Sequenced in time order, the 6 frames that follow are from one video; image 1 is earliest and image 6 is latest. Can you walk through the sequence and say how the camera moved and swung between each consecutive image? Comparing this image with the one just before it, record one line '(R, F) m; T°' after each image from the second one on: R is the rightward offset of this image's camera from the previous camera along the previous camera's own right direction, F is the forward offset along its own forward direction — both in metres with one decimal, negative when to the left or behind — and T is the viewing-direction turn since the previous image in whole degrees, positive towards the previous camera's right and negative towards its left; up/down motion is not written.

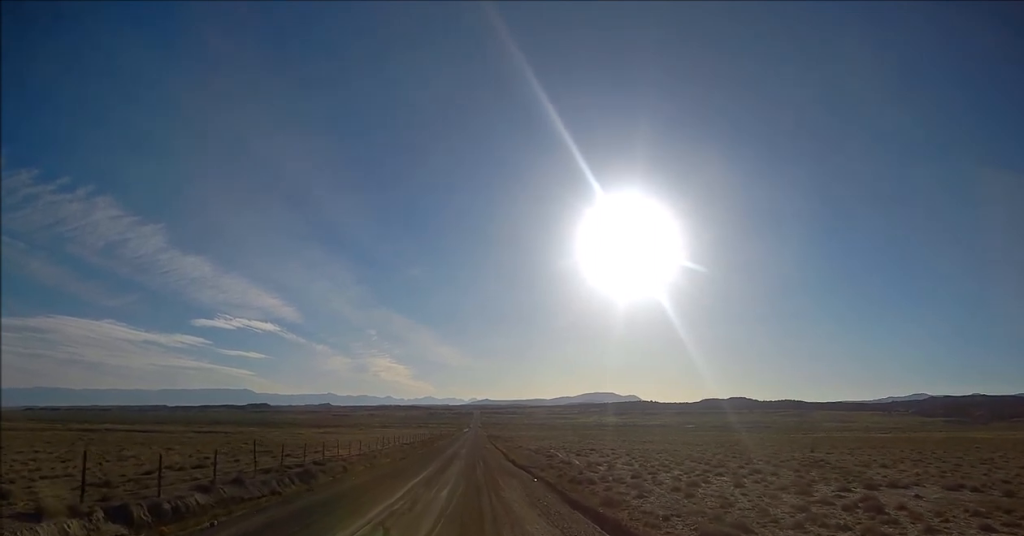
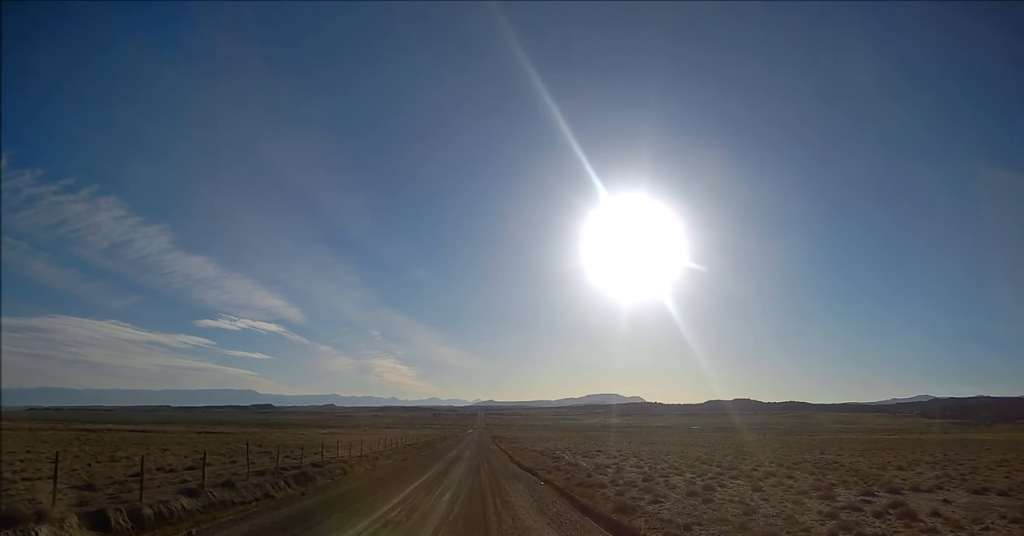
(0.0, +1.7) m; 0°
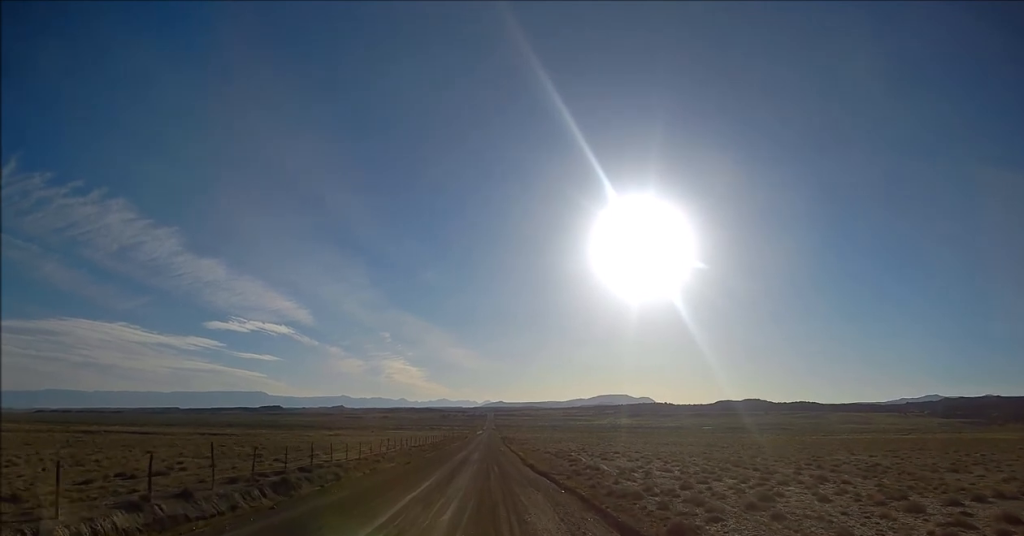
(+0.1, +5.8) m; +2°
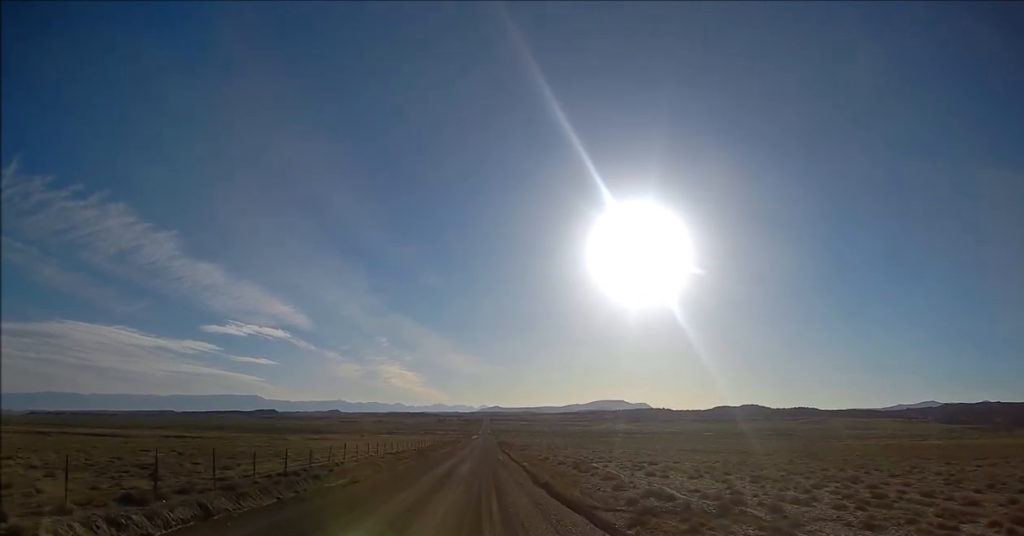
(+0.3, +21.9) m; +1°
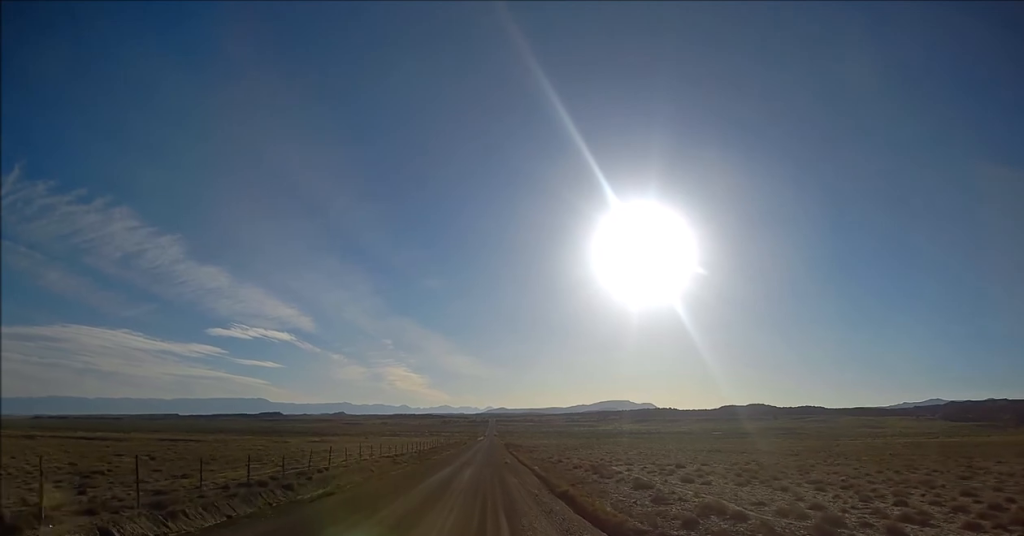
(+0.1, +7.2) m; 0°
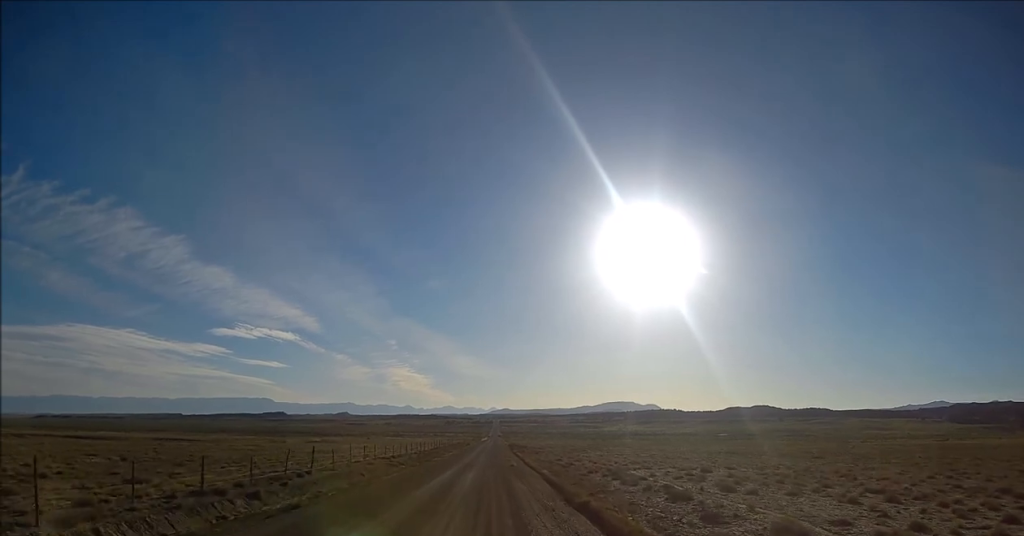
(0.0, +5.8) m; -1°
